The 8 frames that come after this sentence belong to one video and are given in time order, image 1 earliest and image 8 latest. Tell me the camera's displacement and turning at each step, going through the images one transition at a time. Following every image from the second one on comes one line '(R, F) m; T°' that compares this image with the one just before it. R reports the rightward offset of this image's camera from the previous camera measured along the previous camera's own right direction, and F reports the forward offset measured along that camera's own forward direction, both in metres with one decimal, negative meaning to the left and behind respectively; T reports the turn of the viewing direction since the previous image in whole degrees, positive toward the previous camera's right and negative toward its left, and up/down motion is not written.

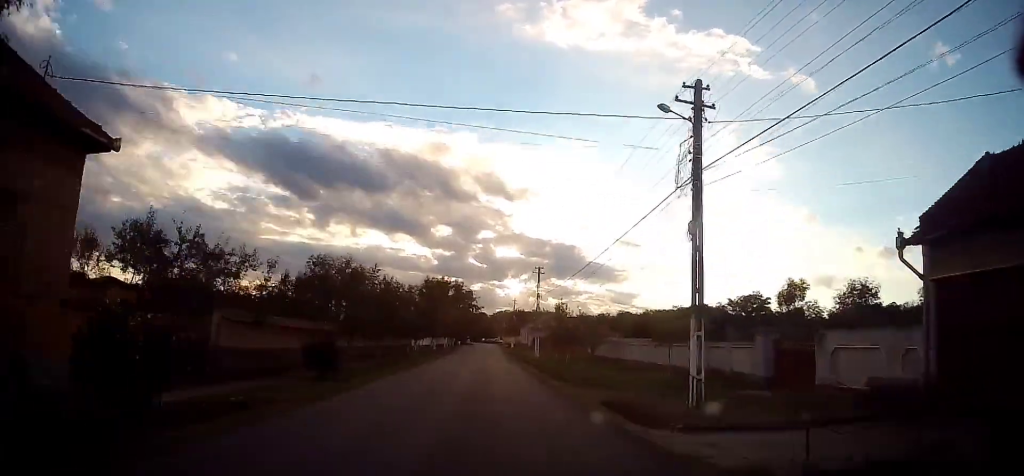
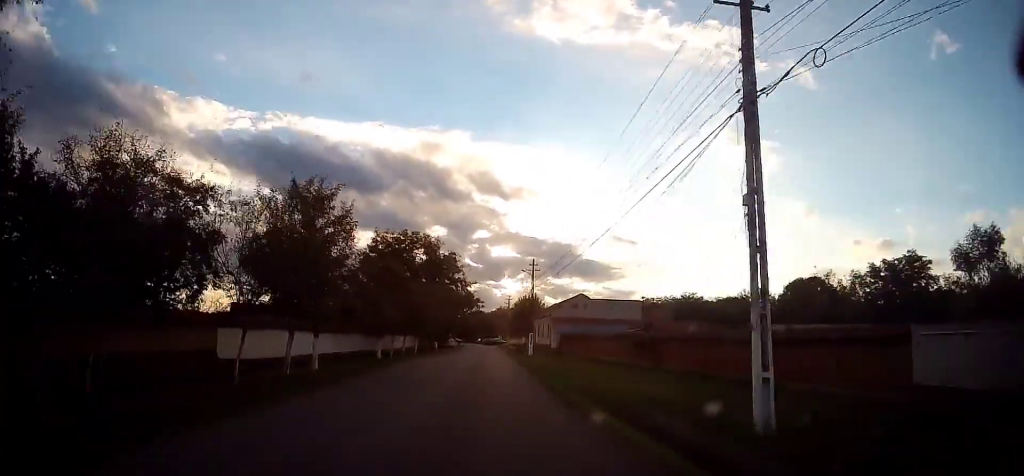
(+0.4, +40.7) m; +2°
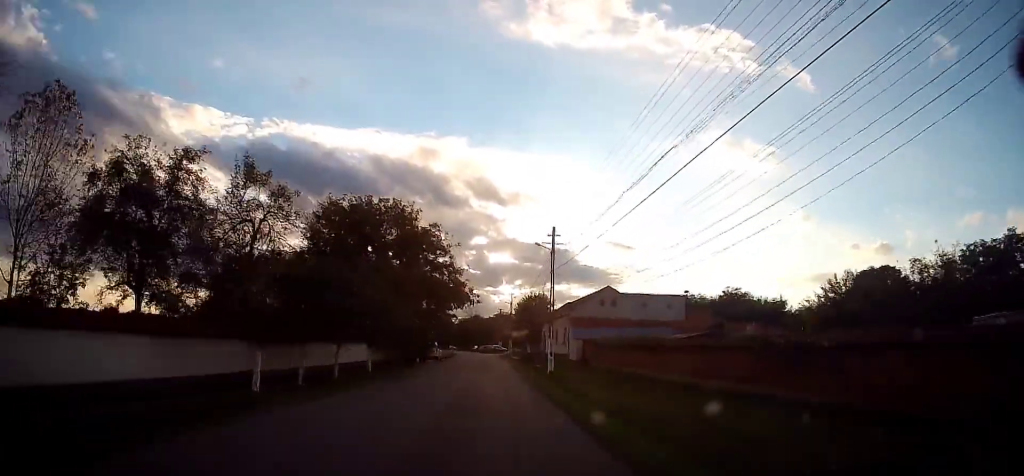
(+0.2, +15.7) m; 0°
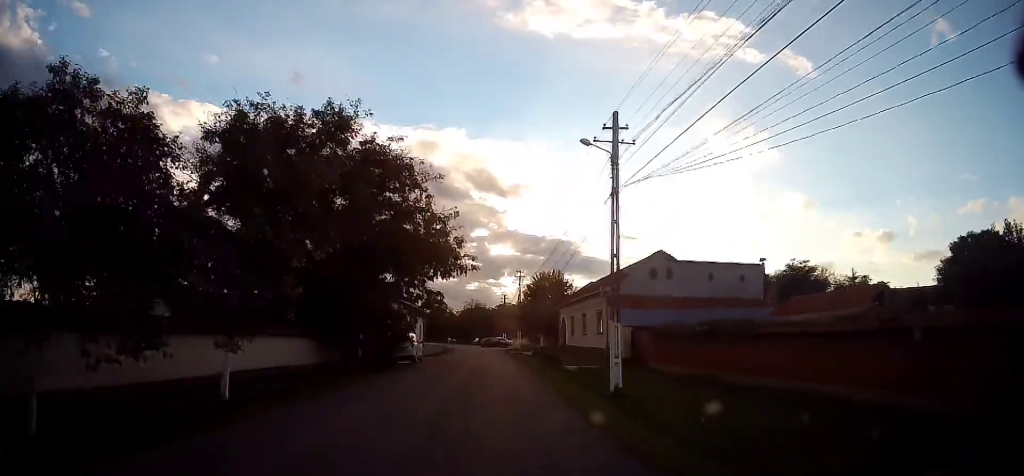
(-0.4, +15.1) m; -1°
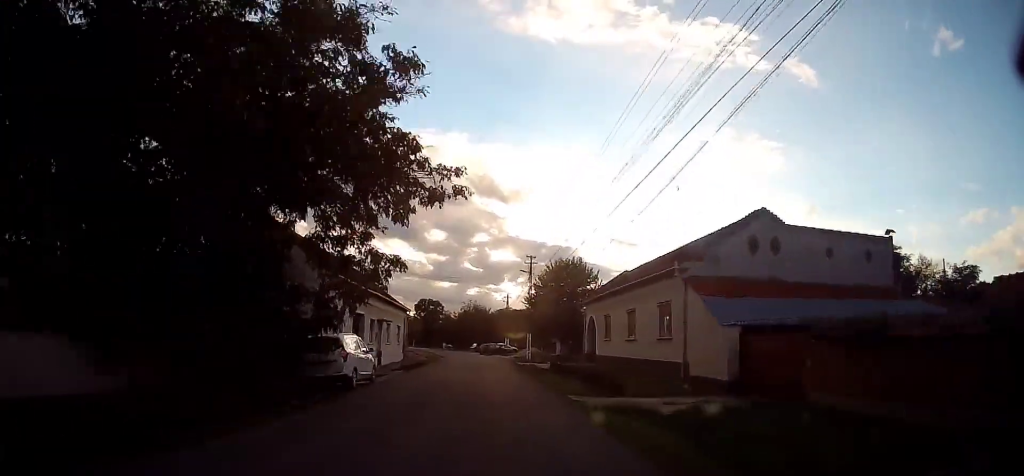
(0.0, +13.7) m; 0°
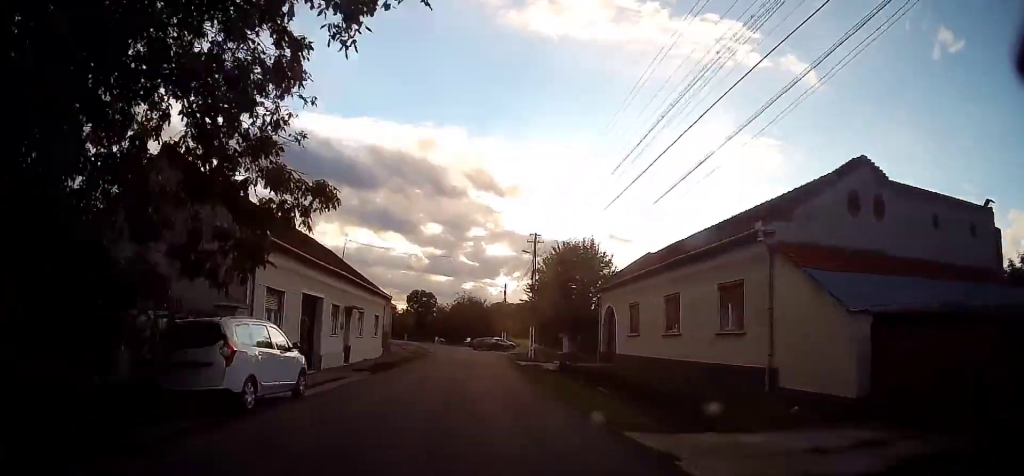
(0.0, +7.0) m; 0°
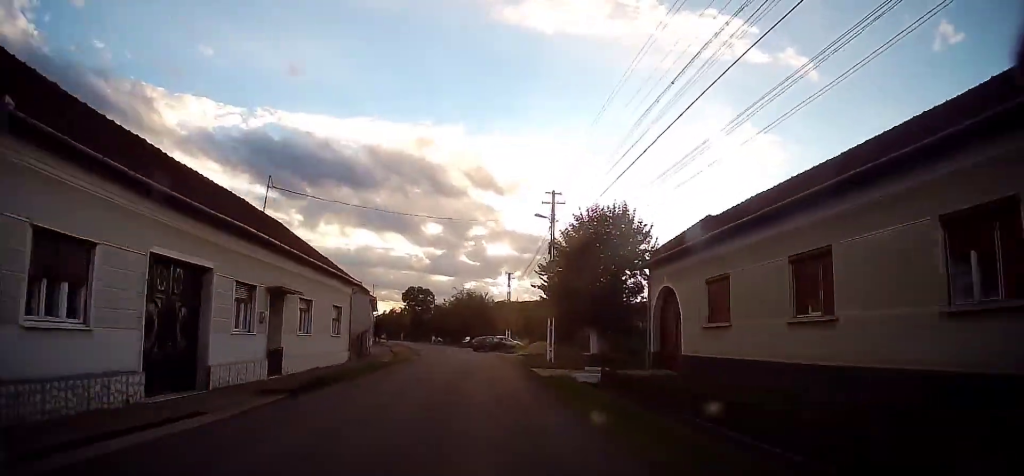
(0.0, +10.0) m; 0°
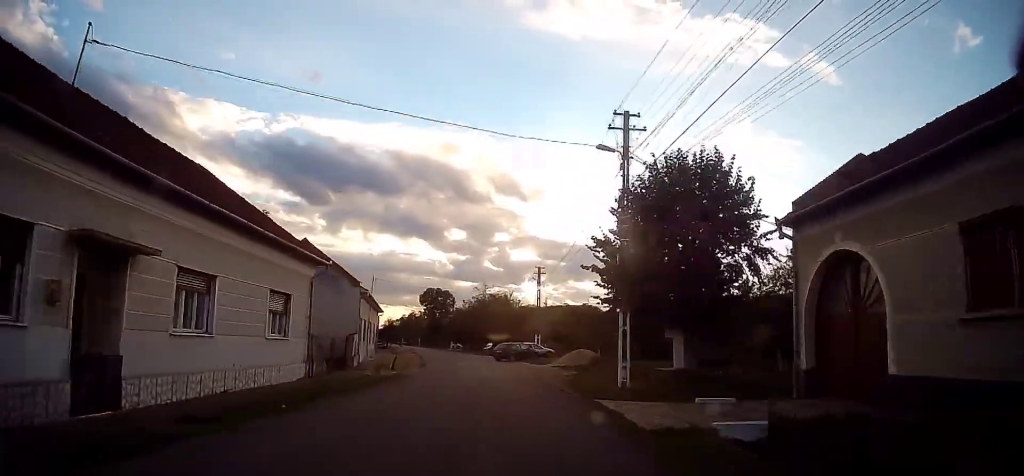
(0.0, +10.1) m; -1°
